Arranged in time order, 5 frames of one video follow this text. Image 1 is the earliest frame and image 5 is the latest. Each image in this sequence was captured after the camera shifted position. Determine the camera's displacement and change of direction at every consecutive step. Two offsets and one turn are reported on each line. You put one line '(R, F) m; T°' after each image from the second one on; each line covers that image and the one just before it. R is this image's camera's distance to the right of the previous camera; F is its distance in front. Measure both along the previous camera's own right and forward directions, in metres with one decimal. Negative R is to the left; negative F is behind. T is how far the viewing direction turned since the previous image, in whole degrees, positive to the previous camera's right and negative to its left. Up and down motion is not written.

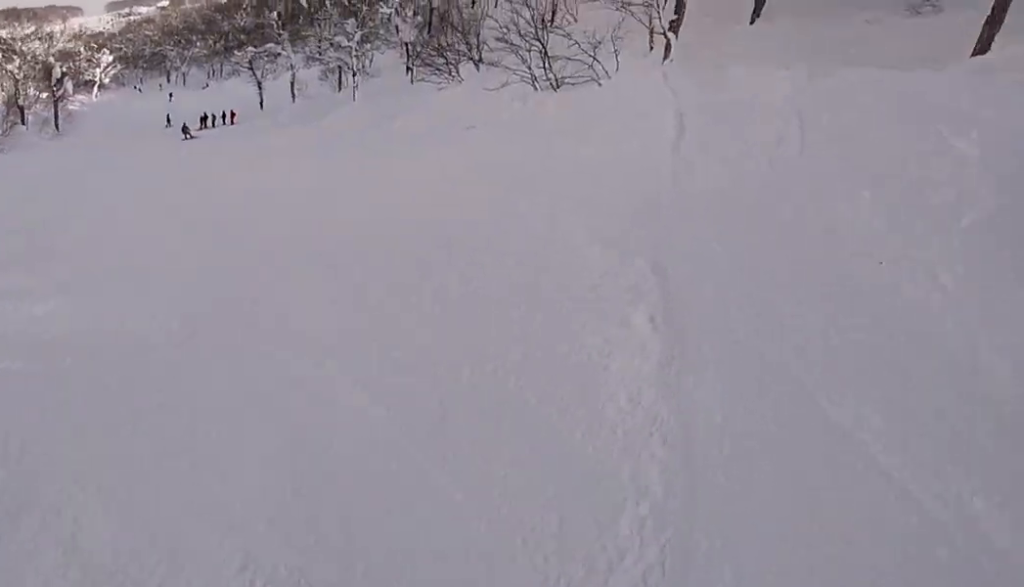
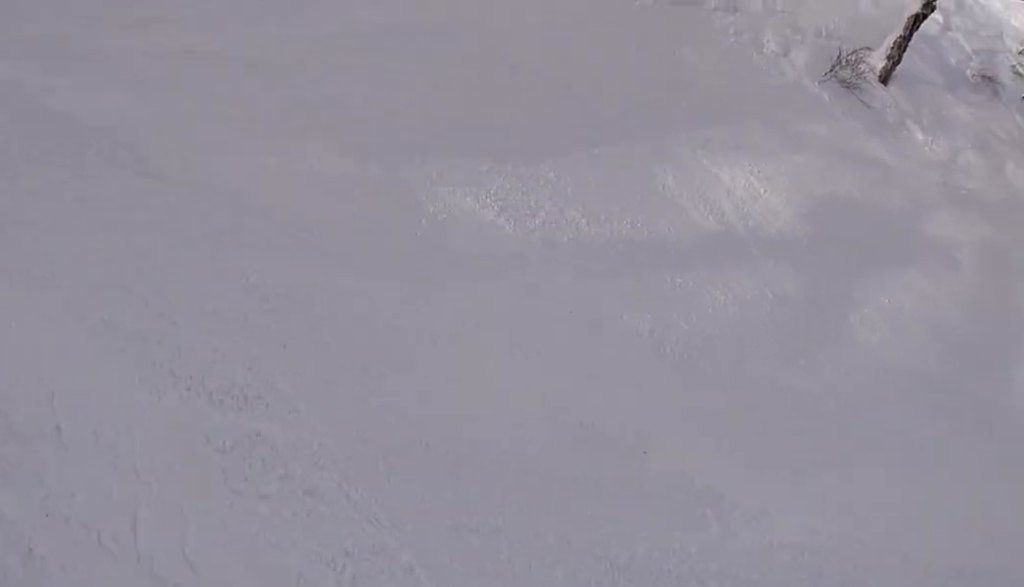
(+0.2, +7.6) m; -27°
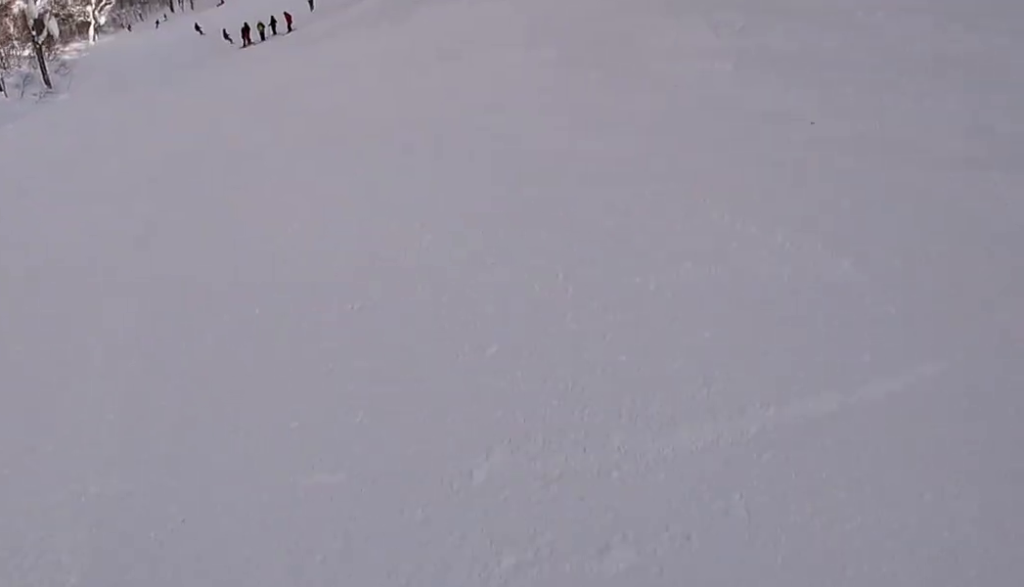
(-4.7, +12.1) m; -11°
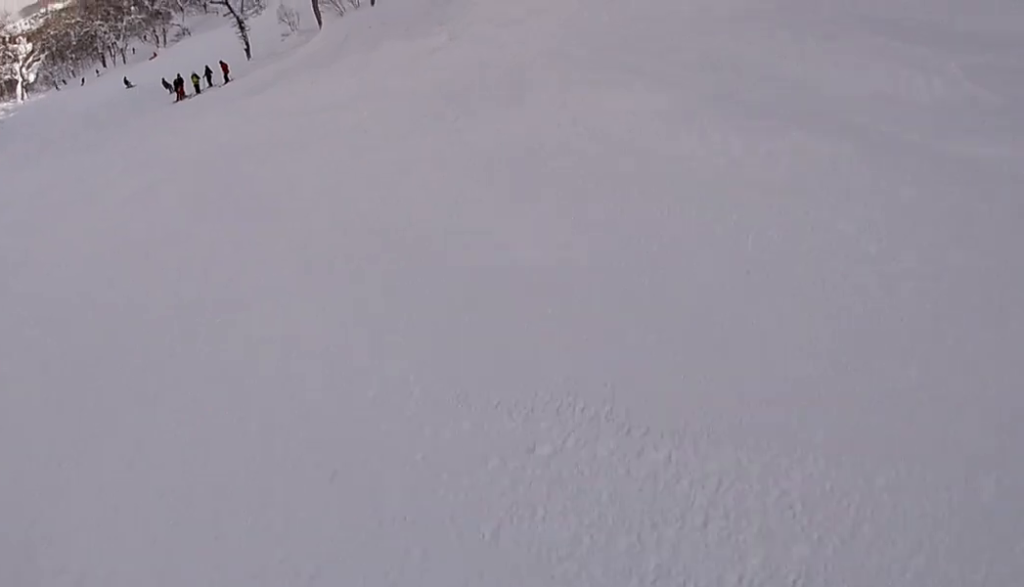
(0.0, +3.6) m; +7°
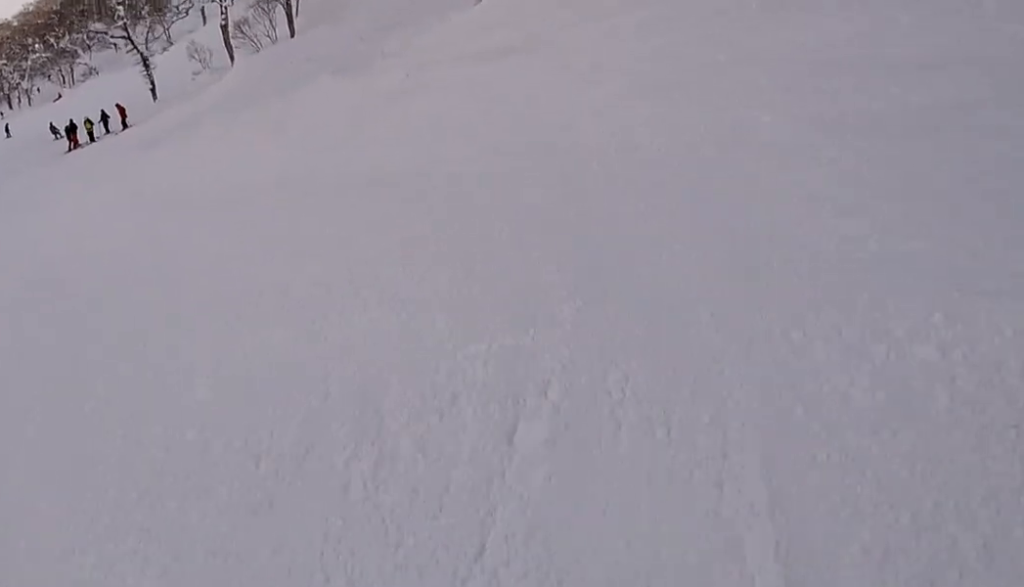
(+0.3, +5.1) m; +12°
